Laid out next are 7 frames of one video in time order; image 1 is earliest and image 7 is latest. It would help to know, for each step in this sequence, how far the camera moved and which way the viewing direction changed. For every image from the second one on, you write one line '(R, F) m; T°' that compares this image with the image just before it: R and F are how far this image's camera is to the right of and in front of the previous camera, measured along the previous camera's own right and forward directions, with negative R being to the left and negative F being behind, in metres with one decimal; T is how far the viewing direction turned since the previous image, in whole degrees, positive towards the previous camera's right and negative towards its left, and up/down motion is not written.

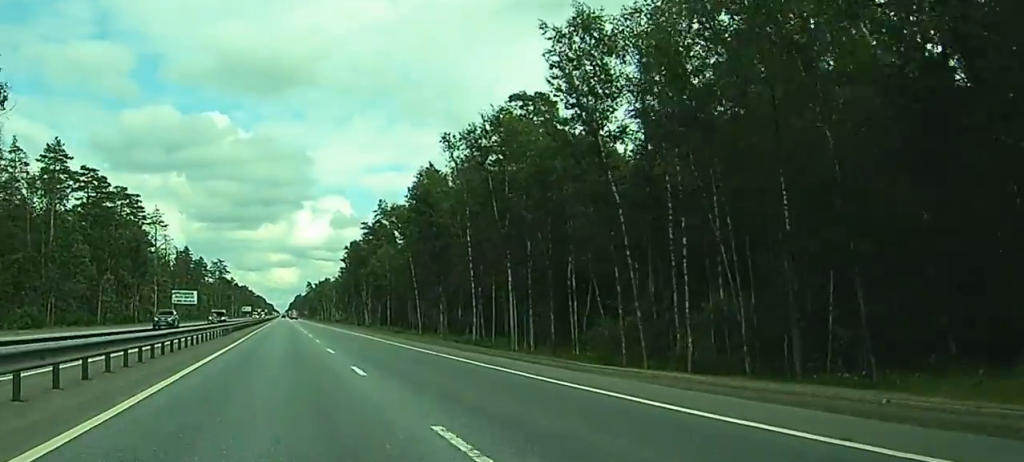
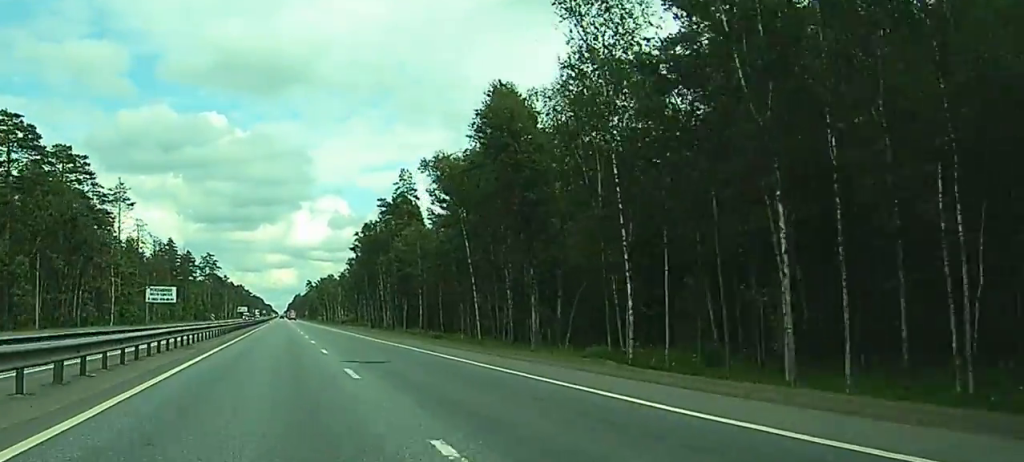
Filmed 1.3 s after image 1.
(+0.5, +37.2) m; +1°
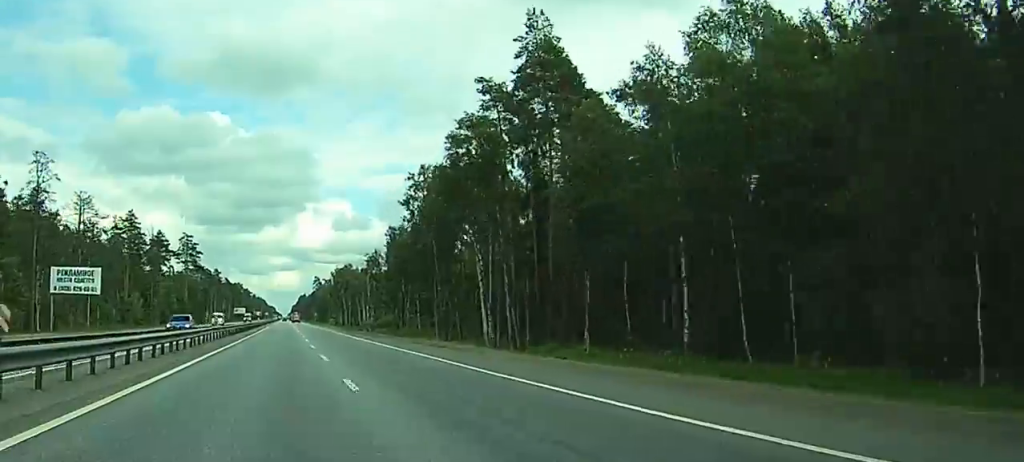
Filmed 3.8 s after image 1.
(+0.1, +74.6) m; +1°
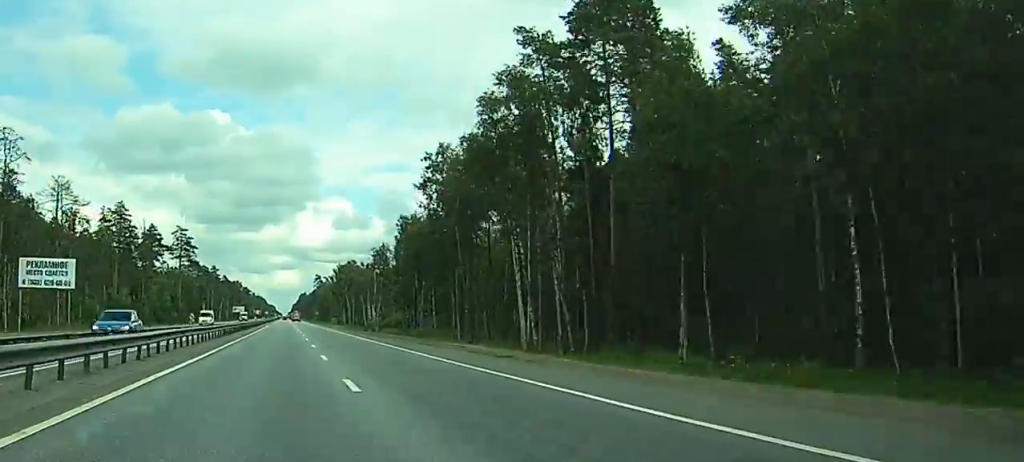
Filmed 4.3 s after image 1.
(-0.1, +12.5) m; 0°
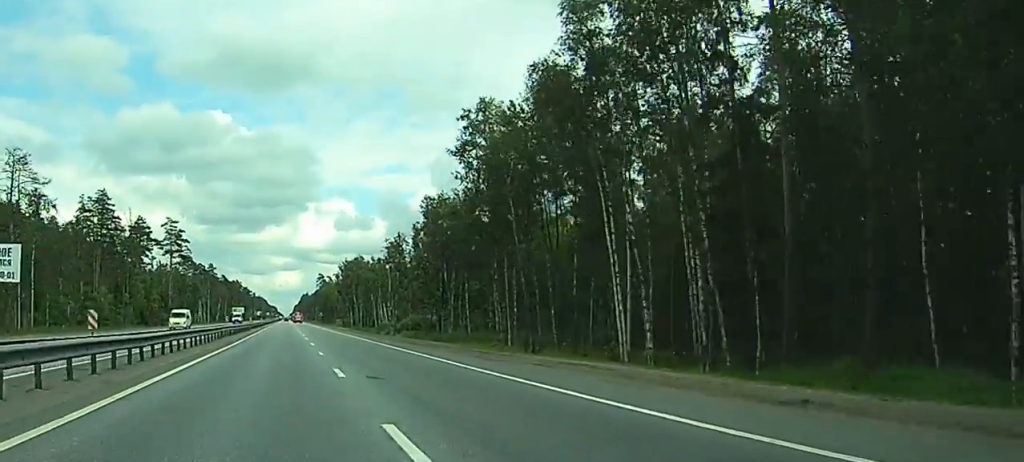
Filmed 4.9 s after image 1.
(+0.3, +19.2) m; -1°
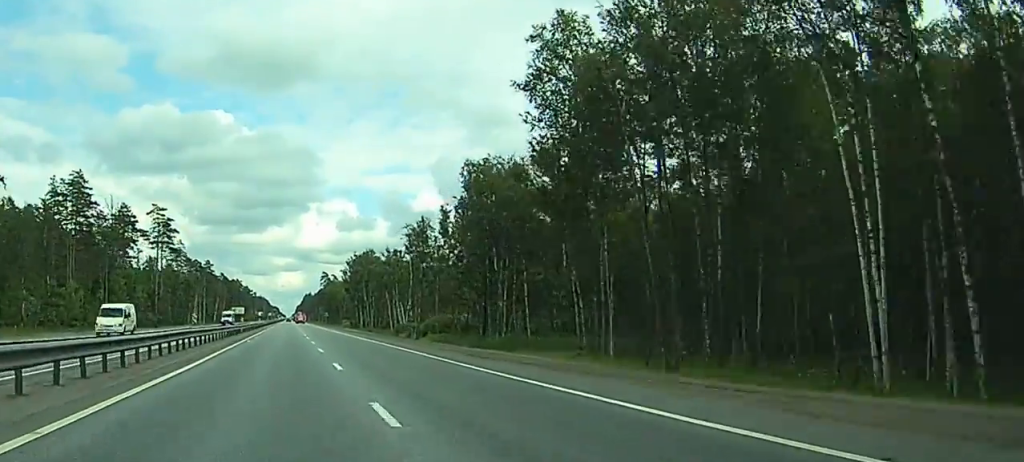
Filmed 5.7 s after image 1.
(-0.2, +21.2) m; -1°
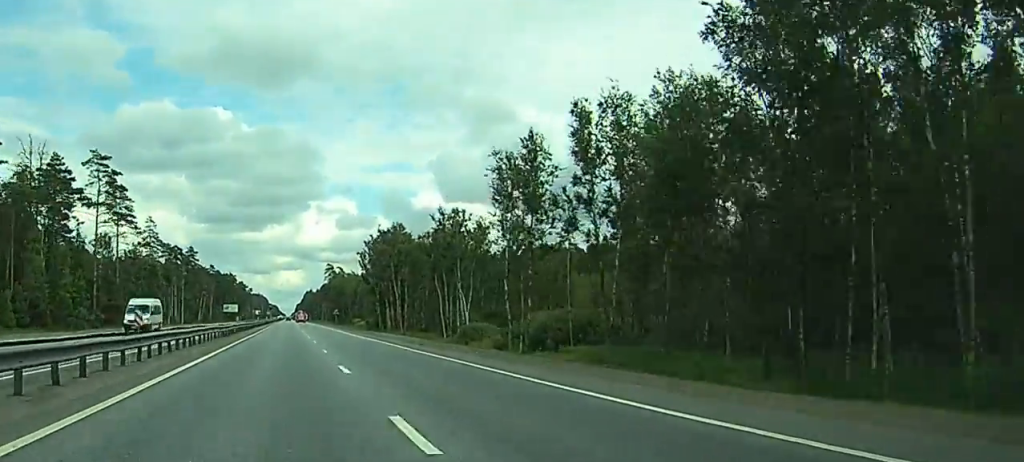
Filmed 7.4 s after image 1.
(-0.9, +50.1) m; -1°
